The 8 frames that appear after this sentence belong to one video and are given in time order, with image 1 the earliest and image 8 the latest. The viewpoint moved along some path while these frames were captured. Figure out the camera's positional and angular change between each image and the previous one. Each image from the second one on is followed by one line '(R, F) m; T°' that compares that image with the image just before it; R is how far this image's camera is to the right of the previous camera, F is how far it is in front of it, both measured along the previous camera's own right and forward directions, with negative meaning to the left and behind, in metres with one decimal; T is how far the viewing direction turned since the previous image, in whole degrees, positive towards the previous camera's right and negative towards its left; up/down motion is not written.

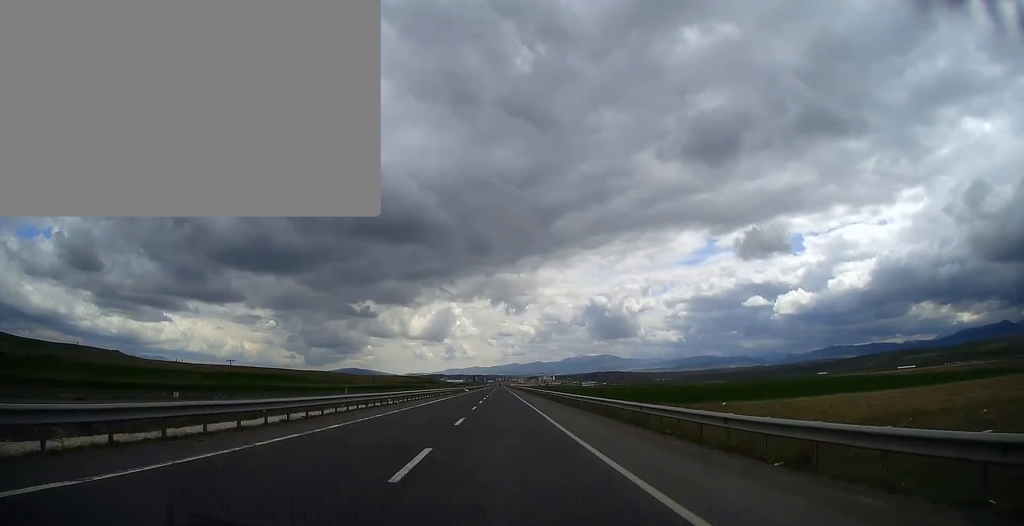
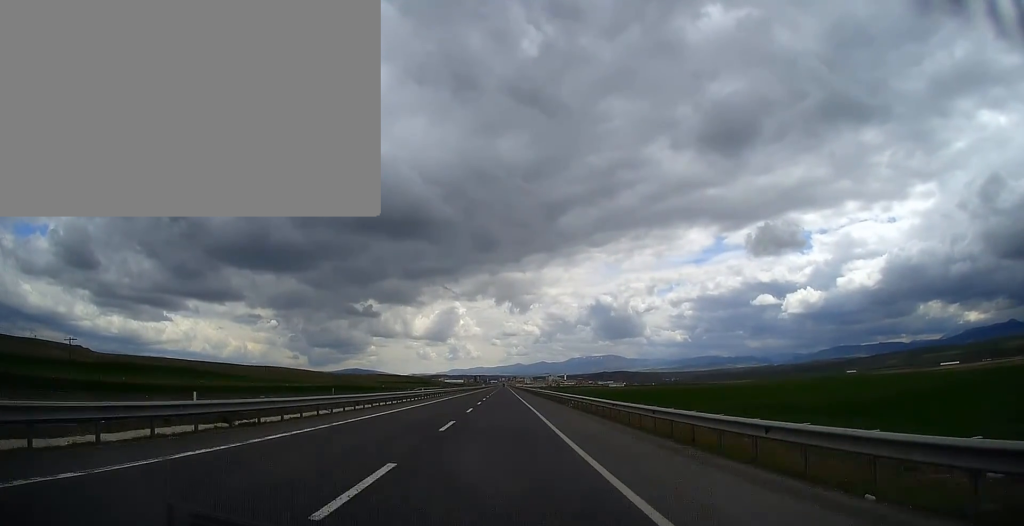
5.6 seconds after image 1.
(+0.1, +162.1) m; 0°
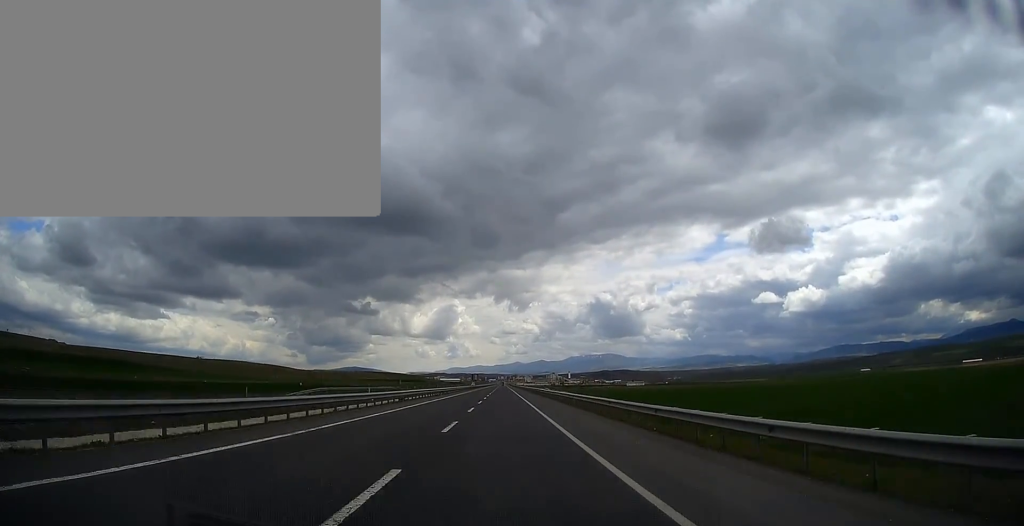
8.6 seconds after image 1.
(-0.1, +86.6) m; 0°
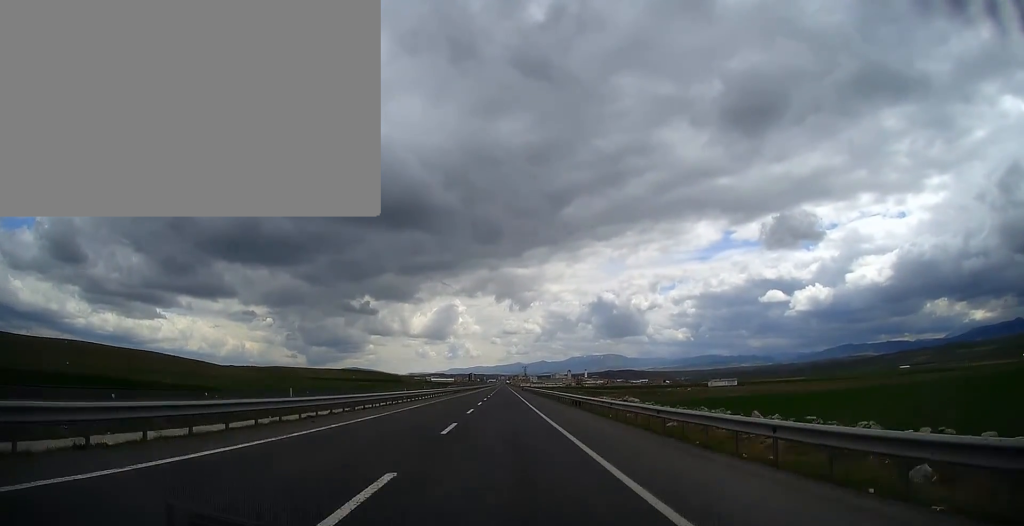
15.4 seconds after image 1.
(-0.1, +199.6) m; 0°
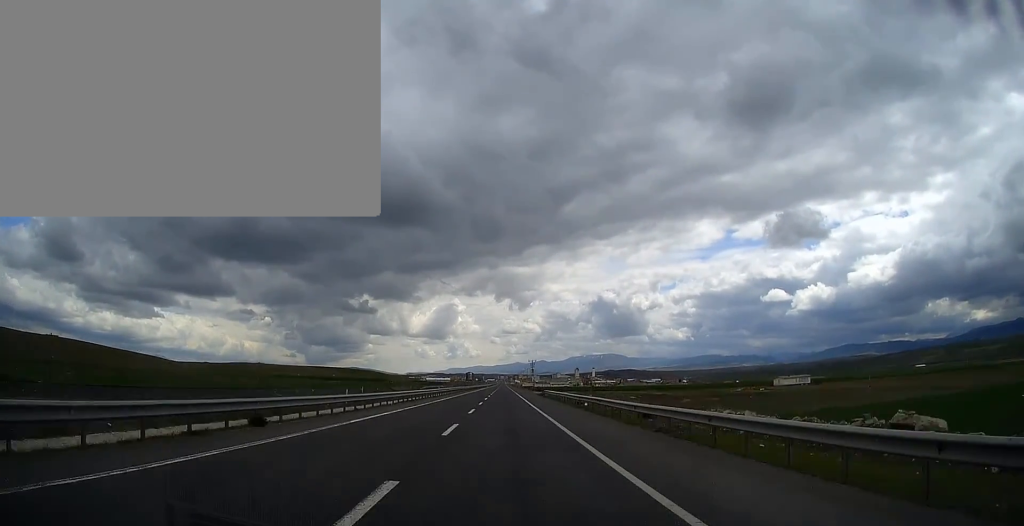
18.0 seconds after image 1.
(0.0, +76.1) m; 0°
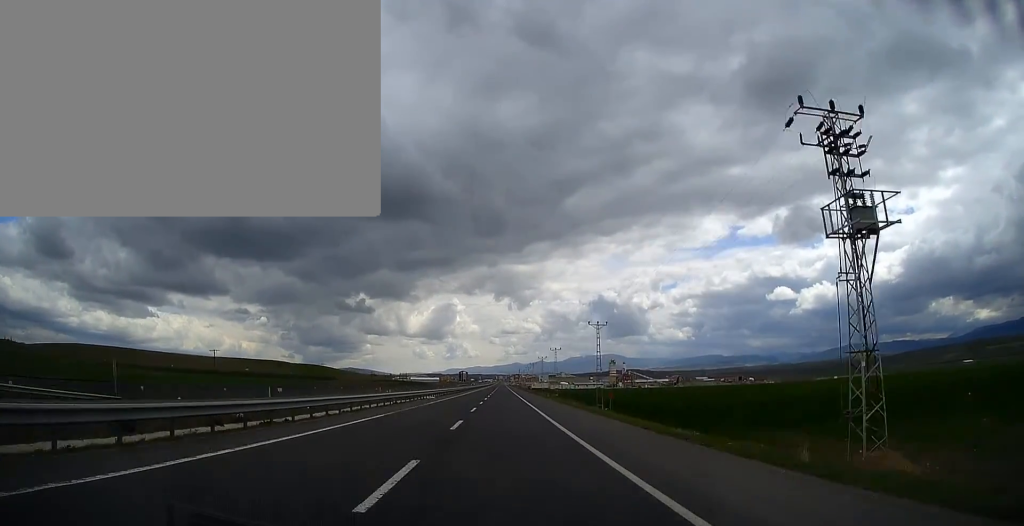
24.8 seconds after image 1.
(+0.2, +198.7) m; 0°
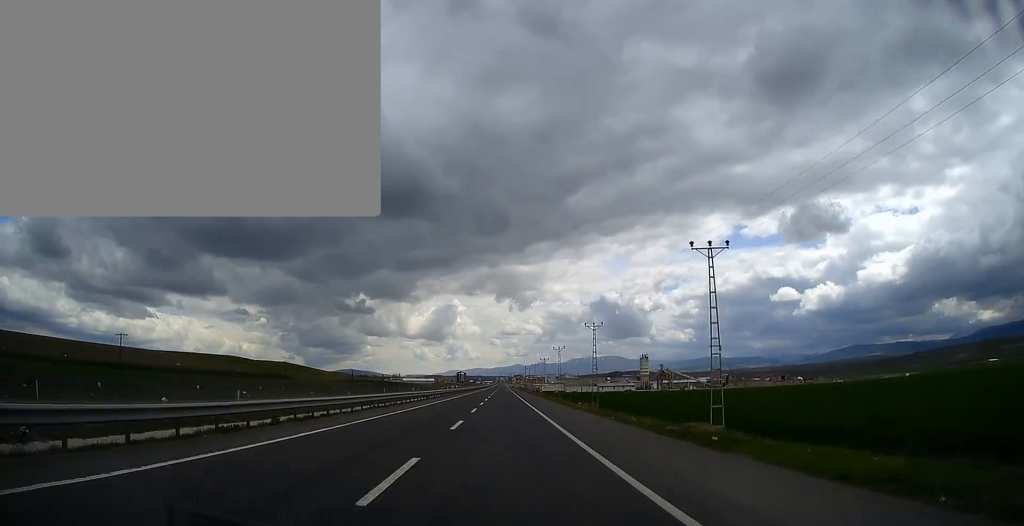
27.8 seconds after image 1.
(+0.1, +87.9) m; 0°
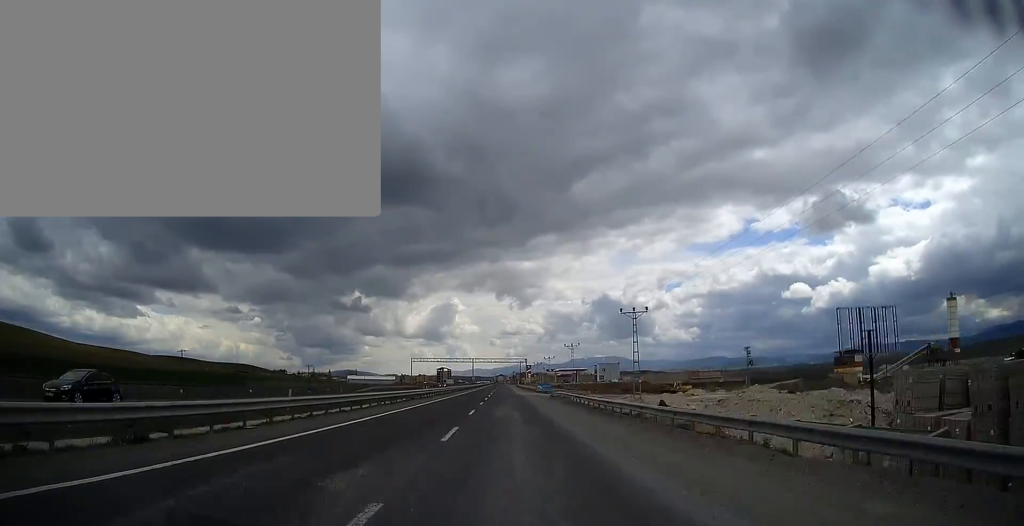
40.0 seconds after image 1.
(-0.2, +363.8) m; 0°
